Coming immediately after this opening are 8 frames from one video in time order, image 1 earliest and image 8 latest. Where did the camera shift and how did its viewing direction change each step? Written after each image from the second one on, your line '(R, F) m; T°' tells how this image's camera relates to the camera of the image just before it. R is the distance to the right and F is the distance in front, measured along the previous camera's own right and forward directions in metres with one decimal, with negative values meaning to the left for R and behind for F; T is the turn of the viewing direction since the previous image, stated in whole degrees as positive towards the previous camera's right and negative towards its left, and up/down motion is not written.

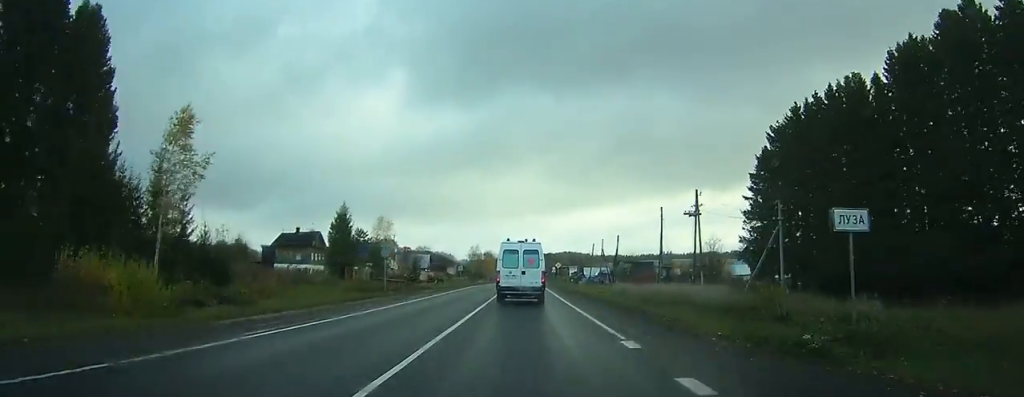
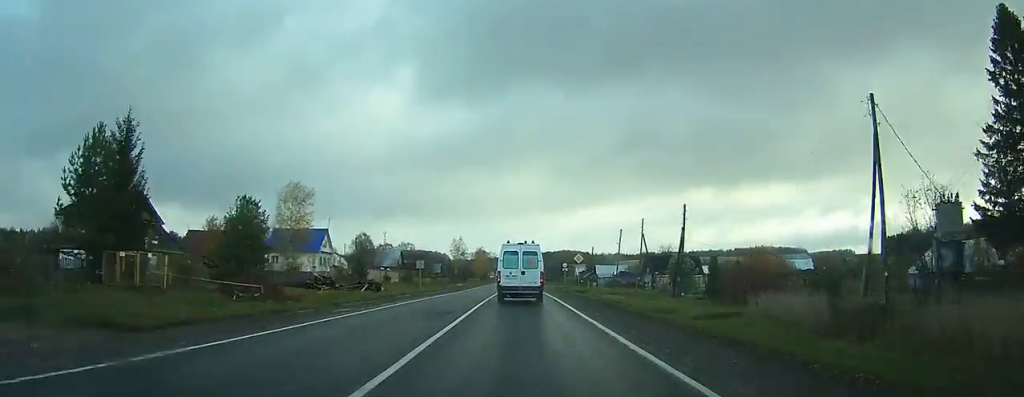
(+0.2, +39.8) m; 0°
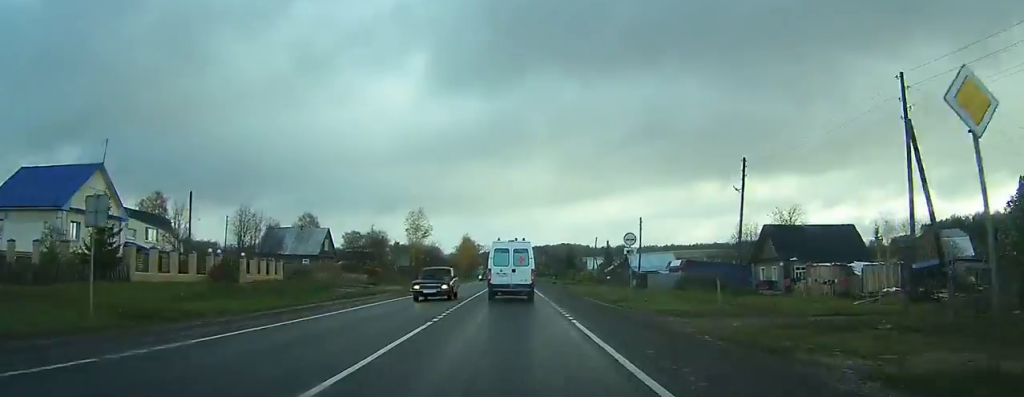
(0.0, +51.9) m; 0°
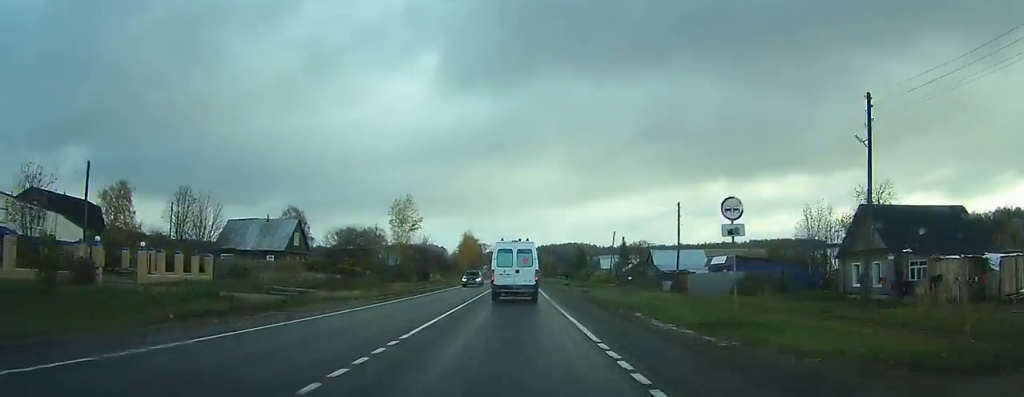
(0.0, +14.9) m; 0°
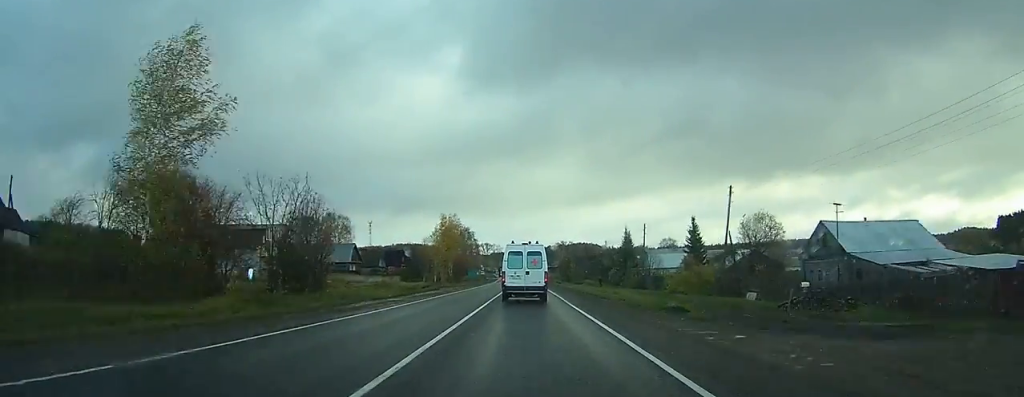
(-0.6, +54.7) m; -1°
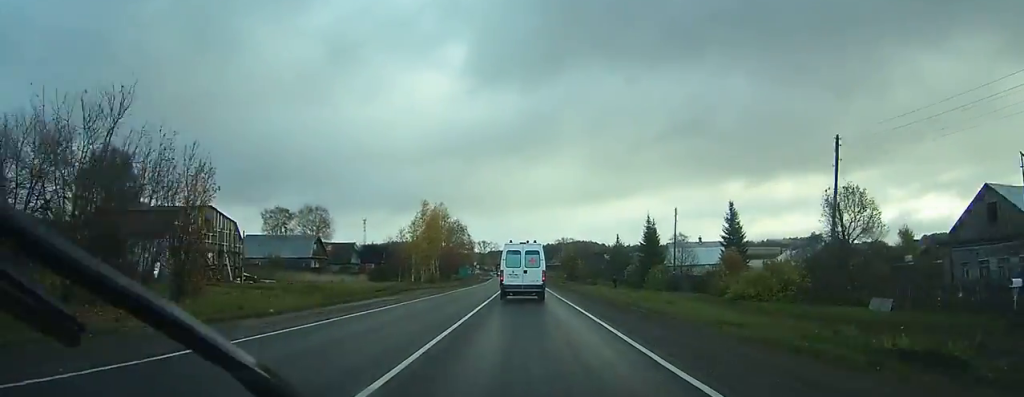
(0.0, +17.4) m; 0°
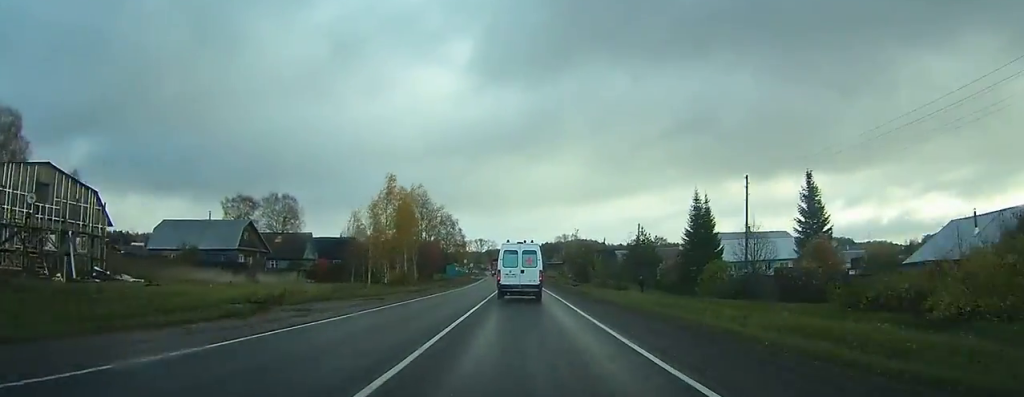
(+0.1, +20.8) m; 0°
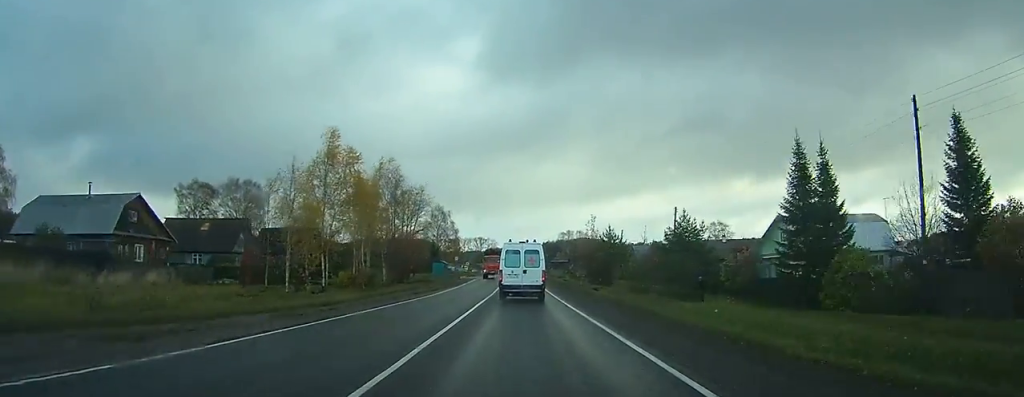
(+0.1, +19.7) m; 0°
